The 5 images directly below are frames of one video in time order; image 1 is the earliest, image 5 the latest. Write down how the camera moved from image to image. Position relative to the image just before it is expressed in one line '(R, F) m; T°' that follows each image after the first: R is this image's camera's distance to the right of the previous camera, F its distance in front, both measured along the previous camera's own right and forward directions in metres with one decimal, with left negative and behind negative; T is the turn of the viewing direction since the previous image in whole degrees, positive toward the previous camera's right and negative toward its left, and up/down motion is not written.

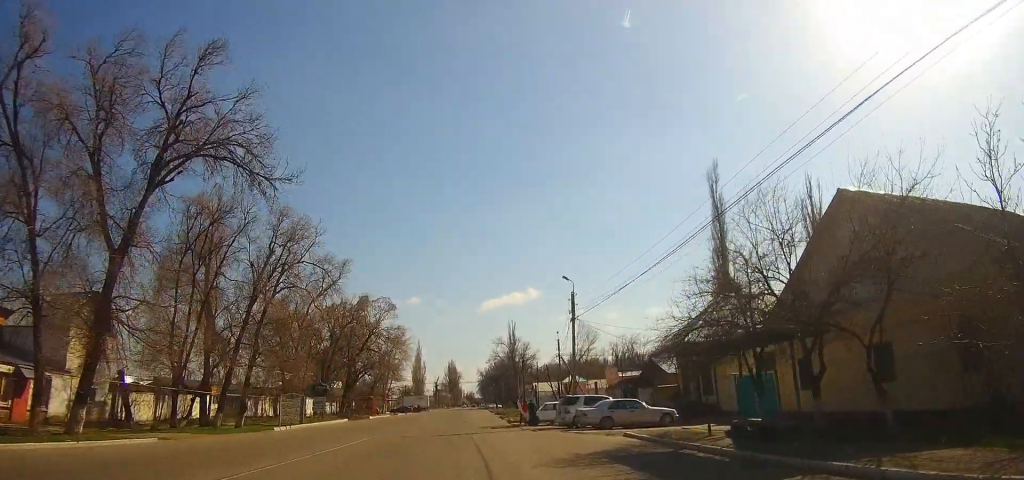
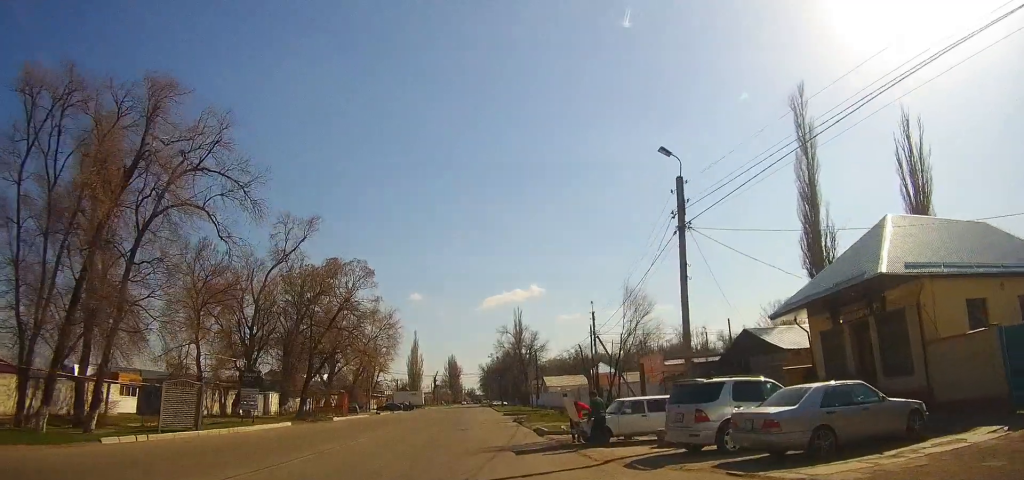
(+0.1, +17.1) m; 0°
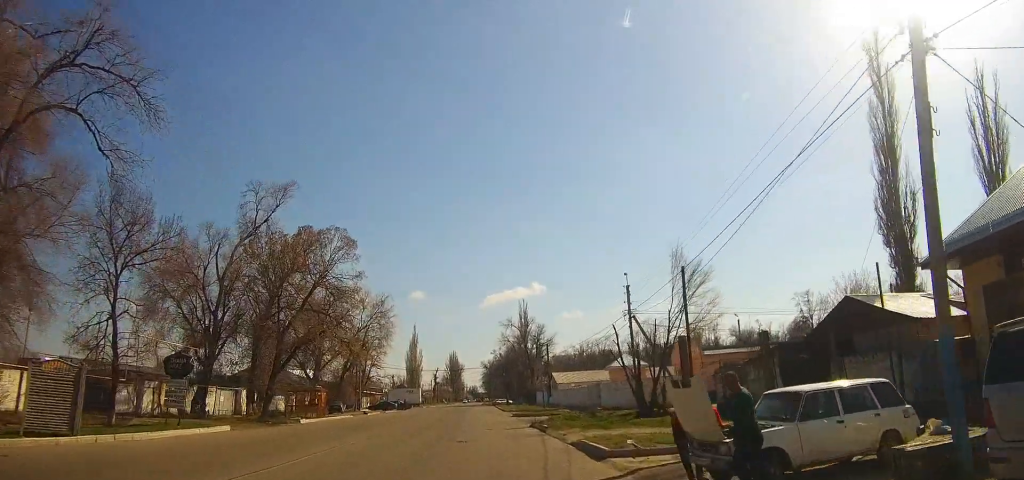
(-0.1, +9.4) m; 0°
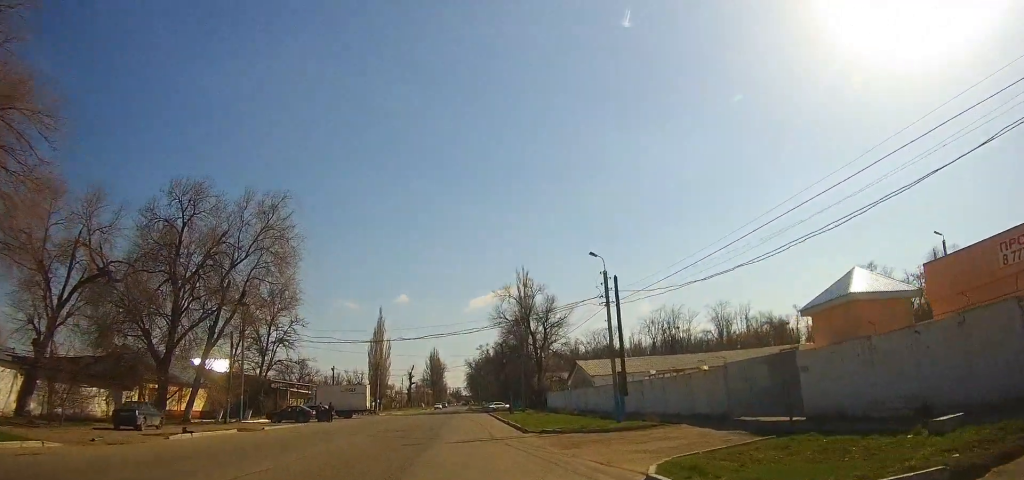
(+0.5, +37.6) m; +1°
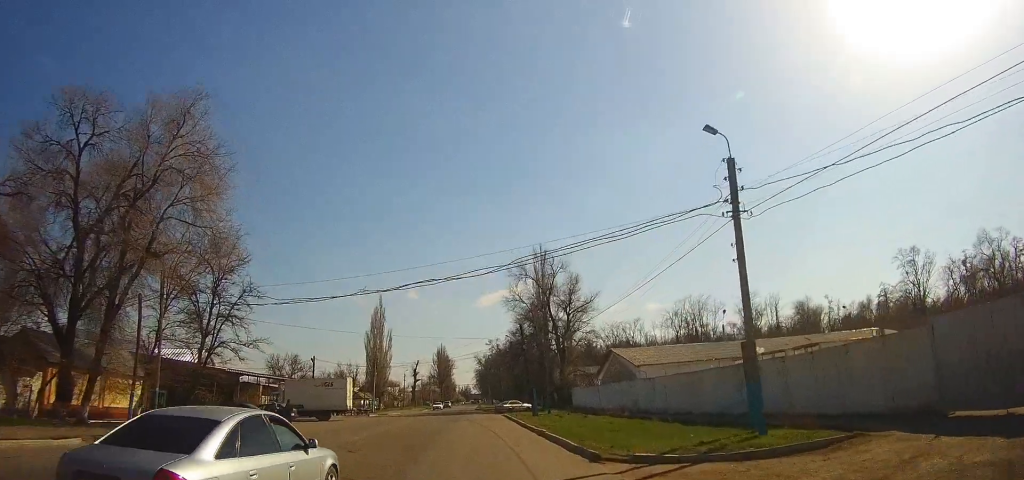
(0.0, +13.3) m; -1°
